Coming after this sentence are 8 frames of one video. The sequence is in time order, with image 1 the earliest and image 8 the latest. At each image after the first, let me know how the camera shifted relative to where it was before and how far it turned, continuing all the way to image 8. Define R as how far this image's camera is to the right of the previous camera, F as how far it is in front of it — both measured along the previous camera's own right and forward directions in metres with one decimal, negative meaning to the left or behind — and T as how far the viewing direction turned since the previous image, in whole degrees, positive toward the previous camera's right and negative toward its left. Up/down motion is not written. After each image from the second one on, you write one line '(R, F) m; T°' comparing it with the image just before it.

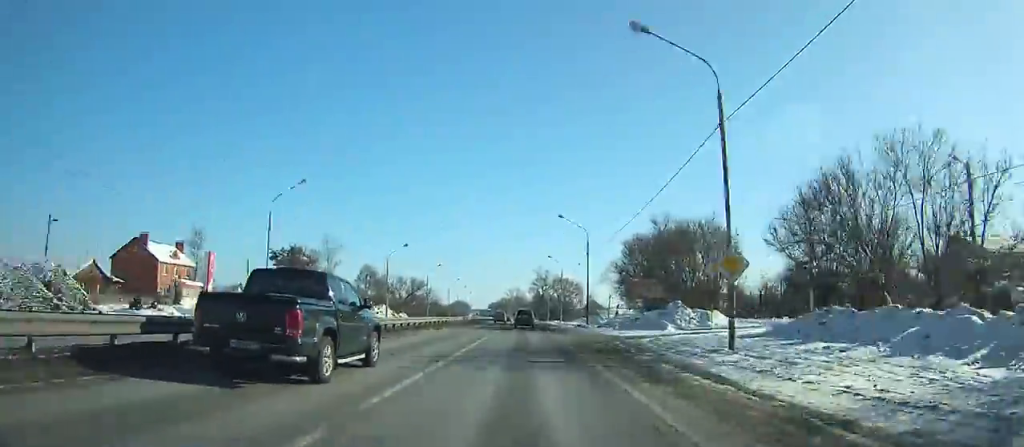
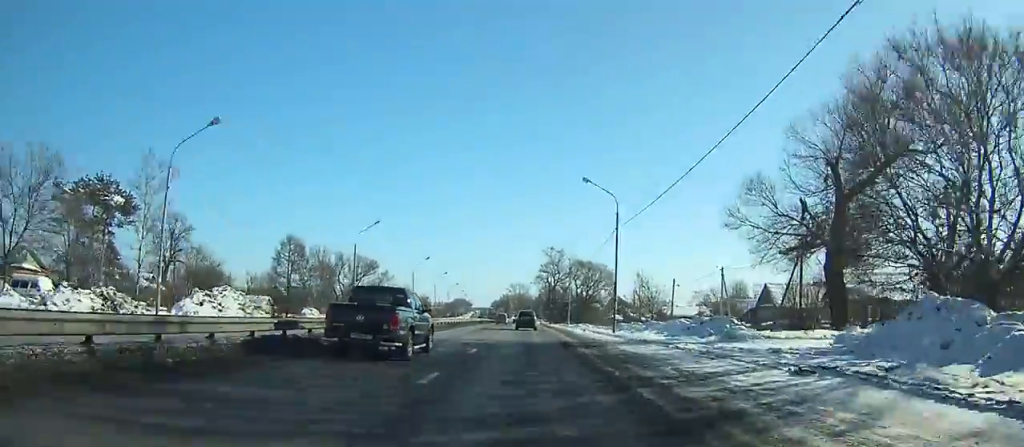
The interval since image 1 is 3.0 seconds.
(-0.5, +55.1) m; 0°
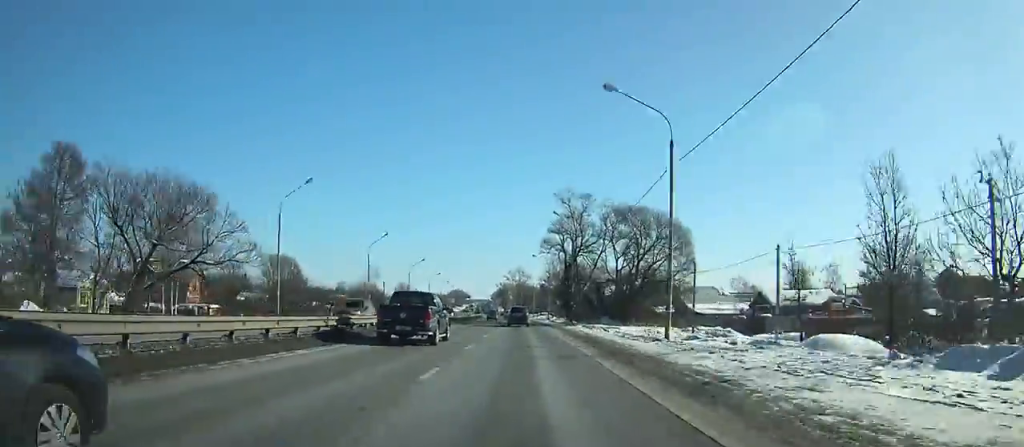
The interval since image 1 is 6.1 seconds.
(0.0, +56.5) m; -1°
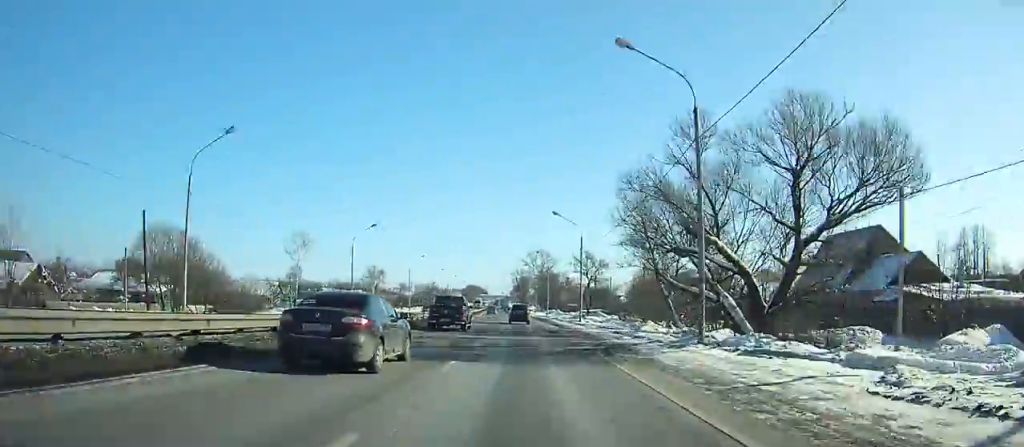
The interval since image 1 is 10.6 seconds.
(-1.2, +80.9) m; -2°
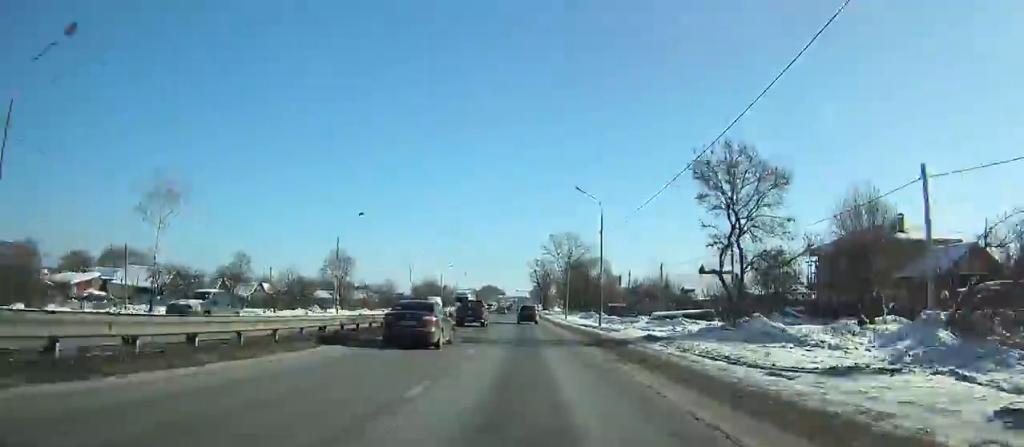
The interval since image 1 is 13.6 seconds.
(-0.5, +53.6) m; -1°
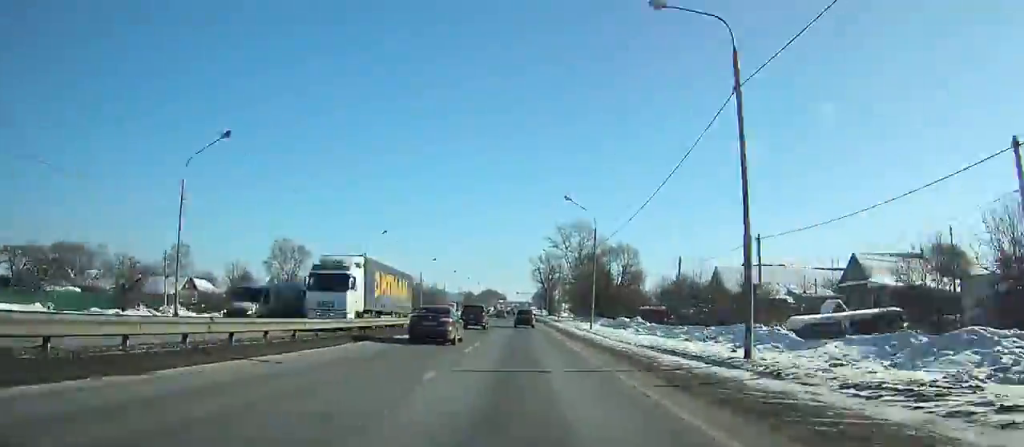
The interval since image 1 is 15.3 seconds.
(-0.2, +30.5) m; -1°
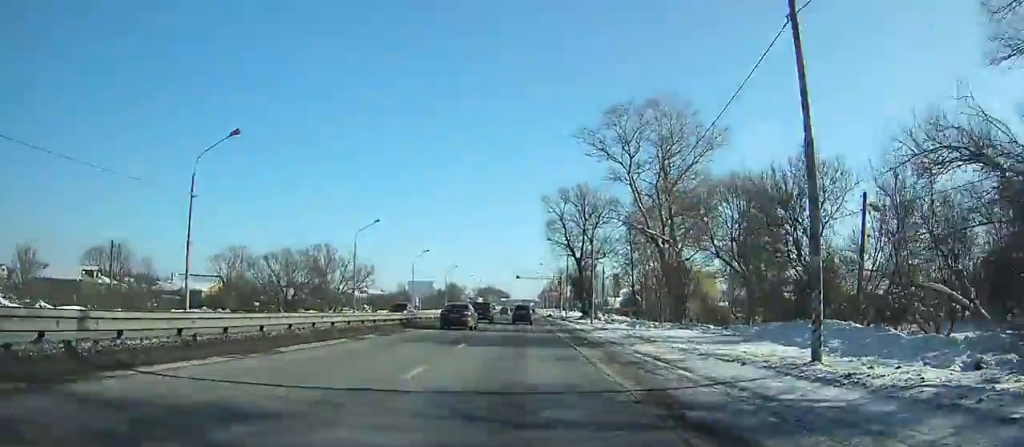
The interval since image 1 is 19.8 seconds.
(-0.7, +81.0) m; -1°
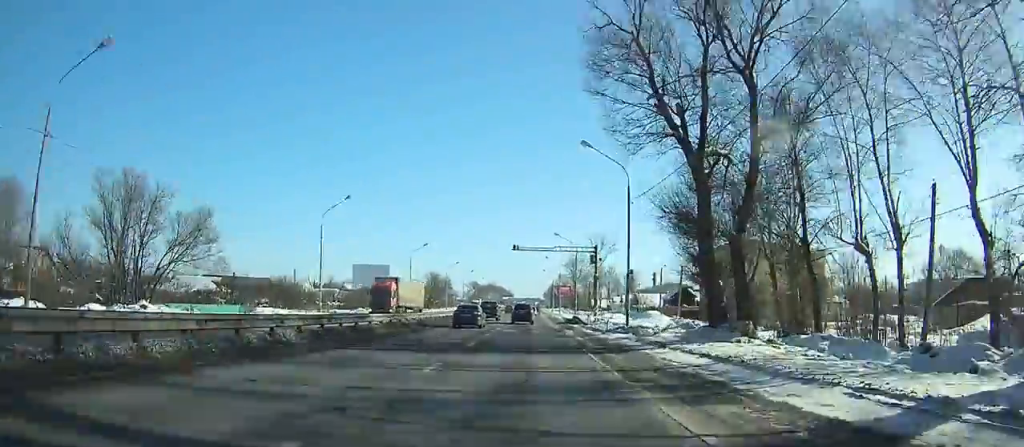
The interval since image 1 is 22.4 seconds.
(0.0, +46.2) m; 0°
